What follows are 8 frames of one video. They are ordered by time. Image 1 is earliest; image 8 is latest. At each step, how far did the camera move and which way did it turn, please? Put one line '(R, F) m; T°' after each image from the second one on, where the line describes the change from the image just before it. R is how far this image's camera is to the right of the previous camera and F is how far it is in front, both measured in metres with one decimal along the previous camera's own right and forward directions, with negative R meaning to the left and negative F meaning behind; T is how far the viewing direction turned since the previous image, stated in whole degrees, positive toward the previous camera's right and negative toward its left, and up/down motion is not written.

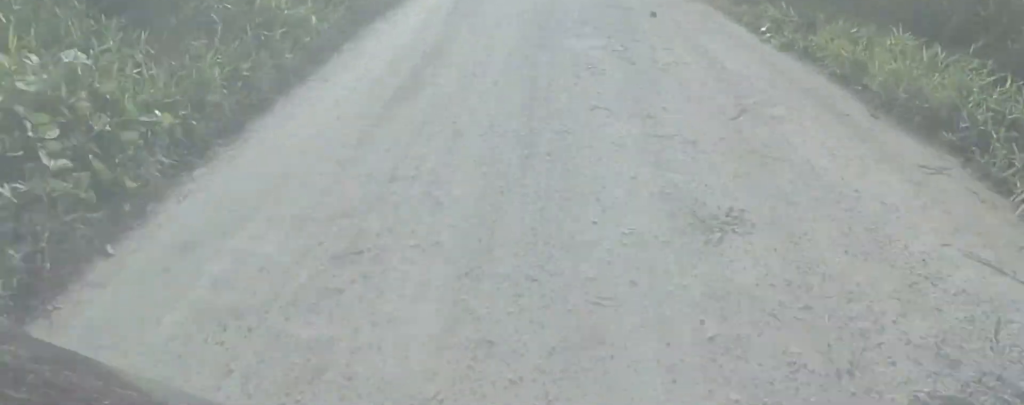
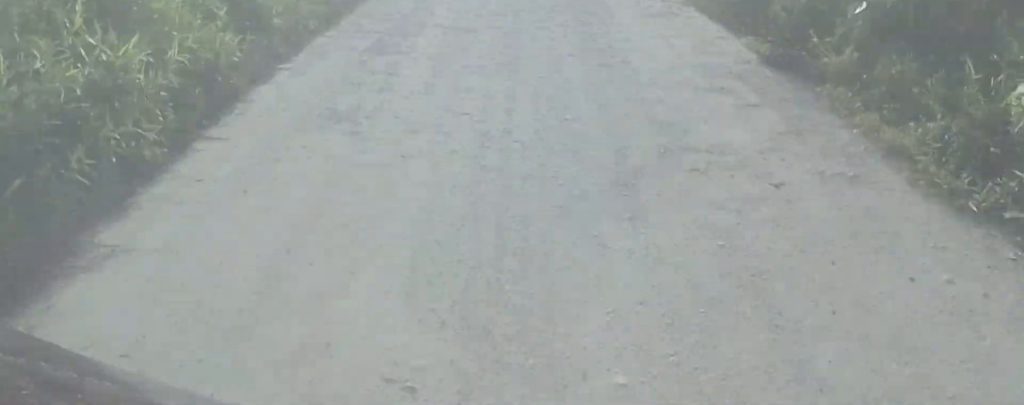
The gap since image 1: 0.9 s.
(-0.2, +6.4) m; 0°
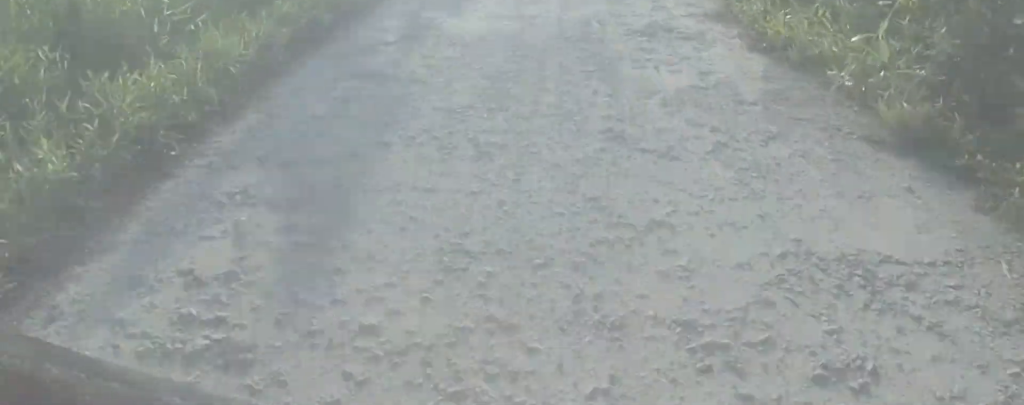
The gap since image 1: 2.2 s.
(+0.6, +8.7) m; +7°
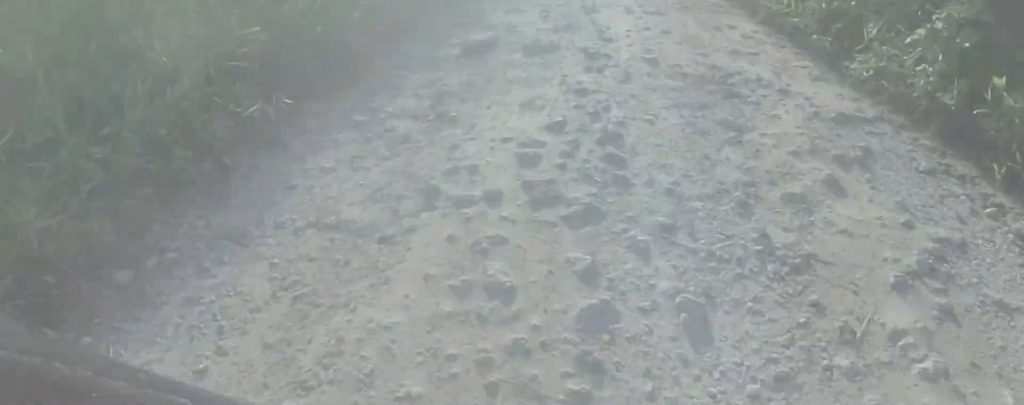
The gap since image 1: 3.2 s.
(-0.1, +5.8) m; +2°
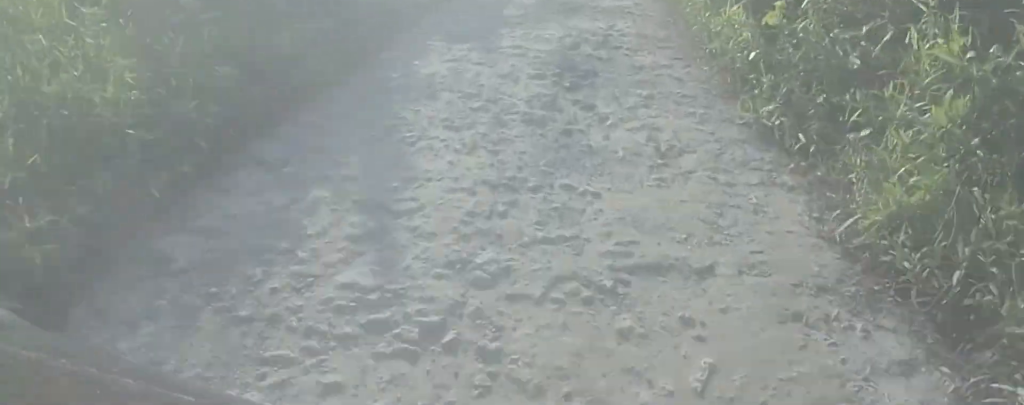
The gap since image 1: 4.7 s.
(+1.2, +6.3) m; +28°
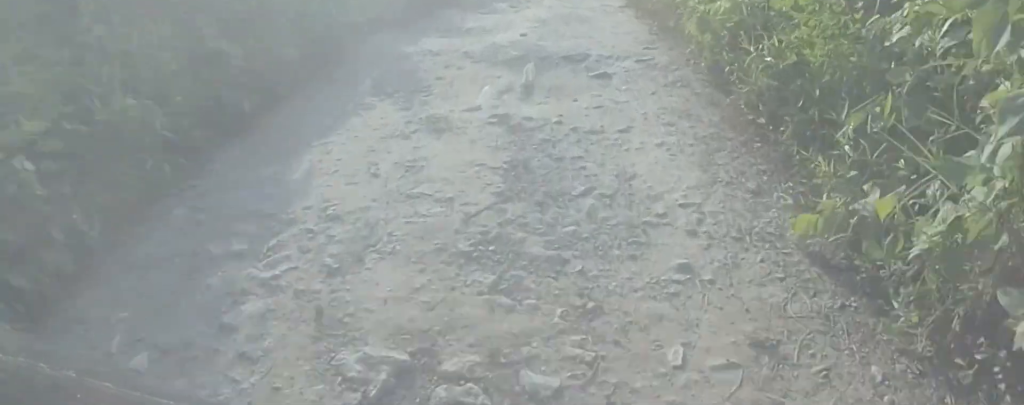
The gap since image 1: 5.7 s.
(+0.7, +3.2) m; -3°
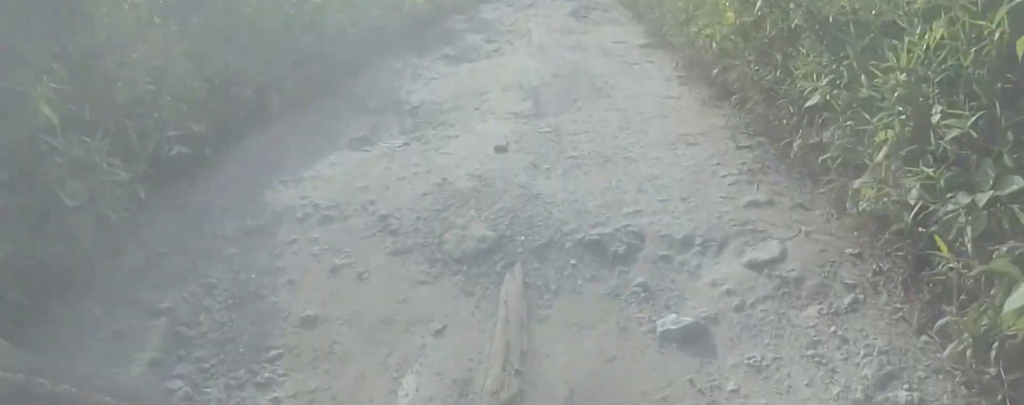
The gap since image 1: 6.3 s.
(-0.4, +1.8) m; -17°
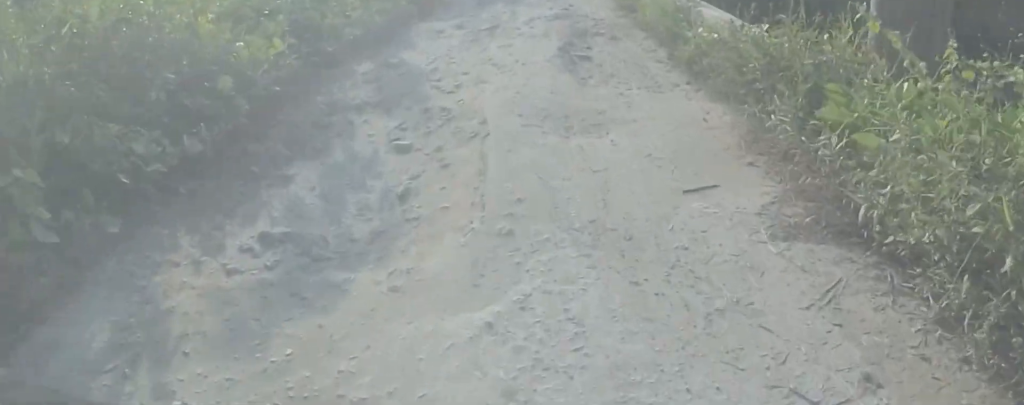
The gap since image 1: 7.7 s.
(-0.8, +3.0) m; -14°
